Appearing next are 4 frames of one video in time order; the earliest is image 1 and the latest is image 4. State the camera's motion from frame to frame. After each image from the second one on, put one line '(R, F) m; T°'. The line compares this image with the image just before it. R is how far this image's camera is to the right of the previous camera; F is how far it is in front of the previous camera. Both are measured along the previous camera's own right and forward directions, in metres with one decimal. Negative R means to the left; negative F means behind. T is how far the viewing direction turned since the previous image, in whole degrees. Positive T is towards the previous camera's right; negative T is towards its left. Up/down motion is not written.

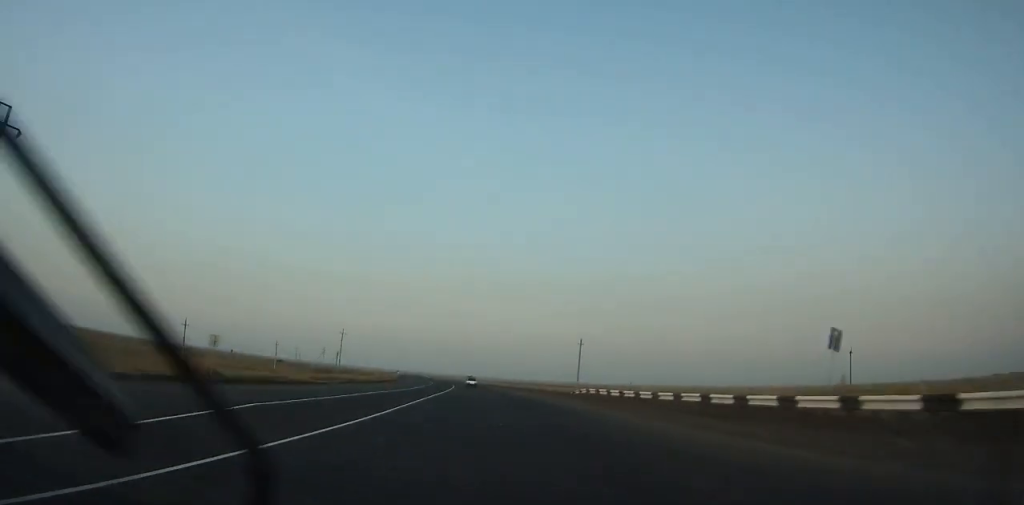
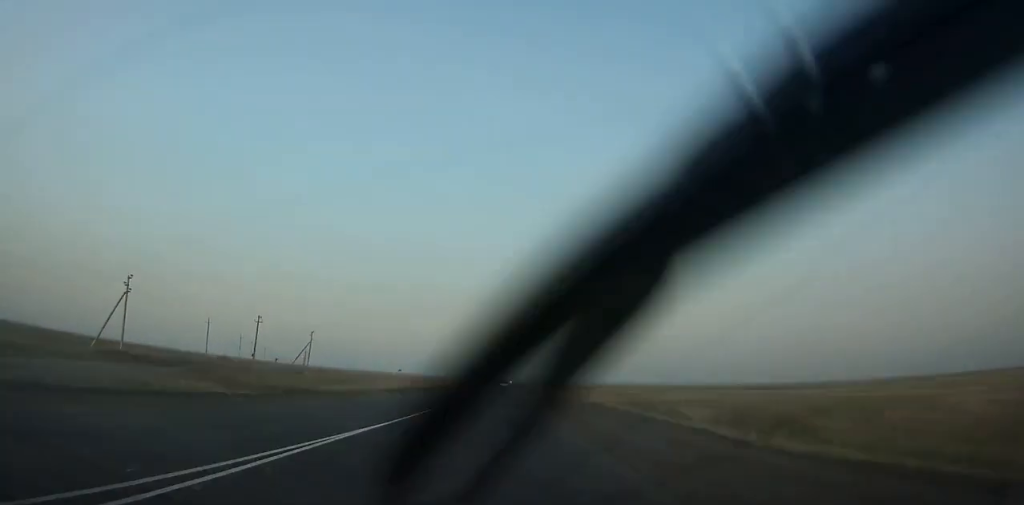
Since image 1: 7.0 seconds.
(-16.8, +176.1) m; -10°
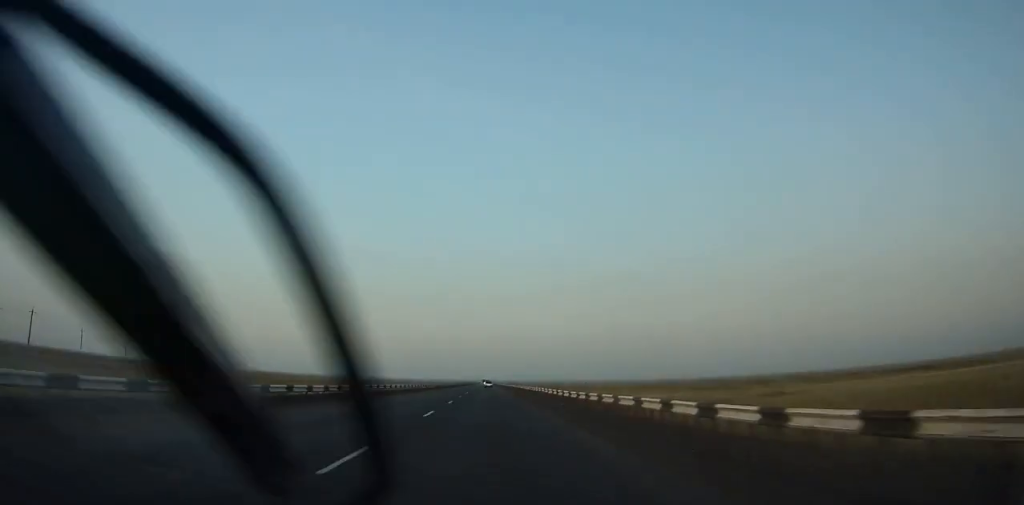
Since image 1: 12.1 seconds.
(-1.7, +128.3) m; 0°
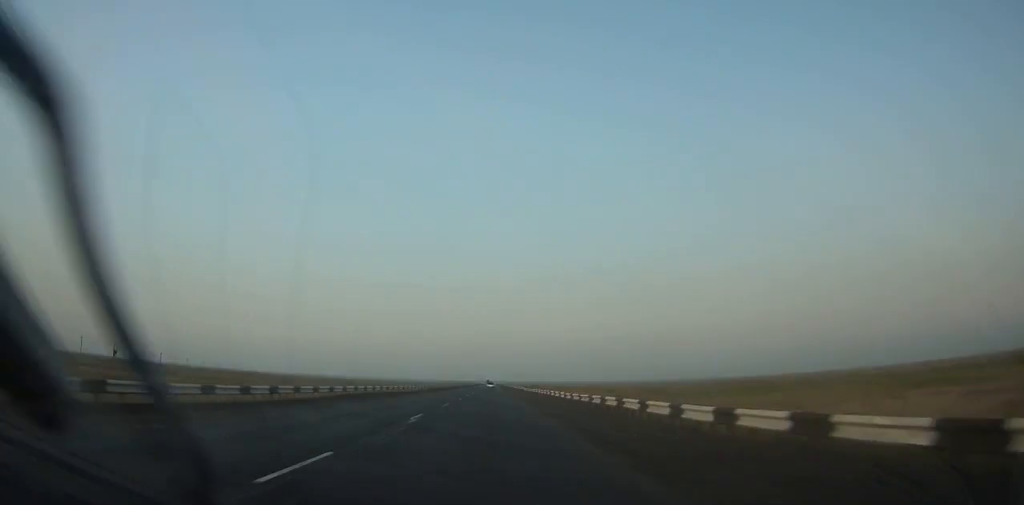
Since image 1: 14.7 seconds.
(+0.5, +65.5) m; 0°
